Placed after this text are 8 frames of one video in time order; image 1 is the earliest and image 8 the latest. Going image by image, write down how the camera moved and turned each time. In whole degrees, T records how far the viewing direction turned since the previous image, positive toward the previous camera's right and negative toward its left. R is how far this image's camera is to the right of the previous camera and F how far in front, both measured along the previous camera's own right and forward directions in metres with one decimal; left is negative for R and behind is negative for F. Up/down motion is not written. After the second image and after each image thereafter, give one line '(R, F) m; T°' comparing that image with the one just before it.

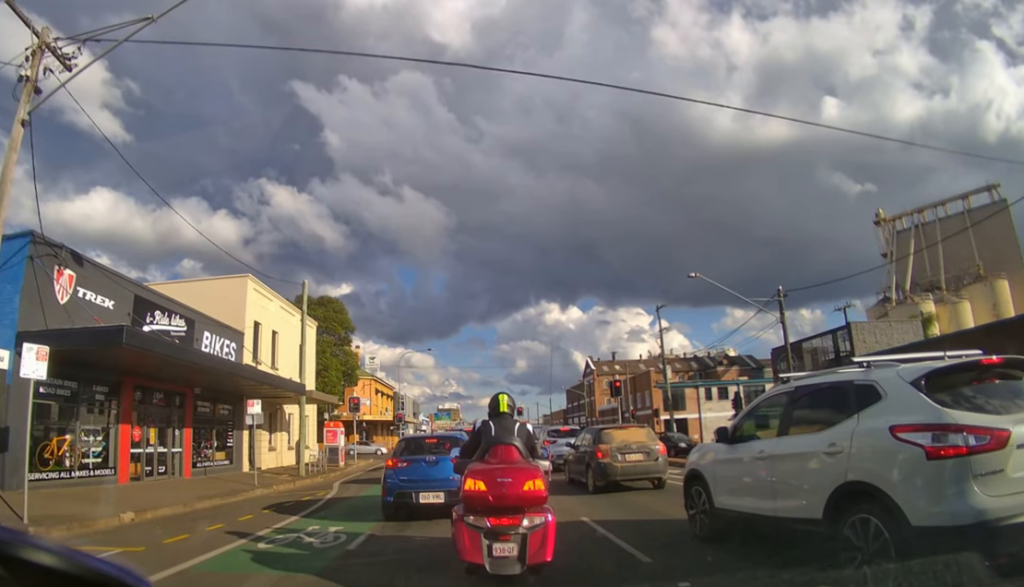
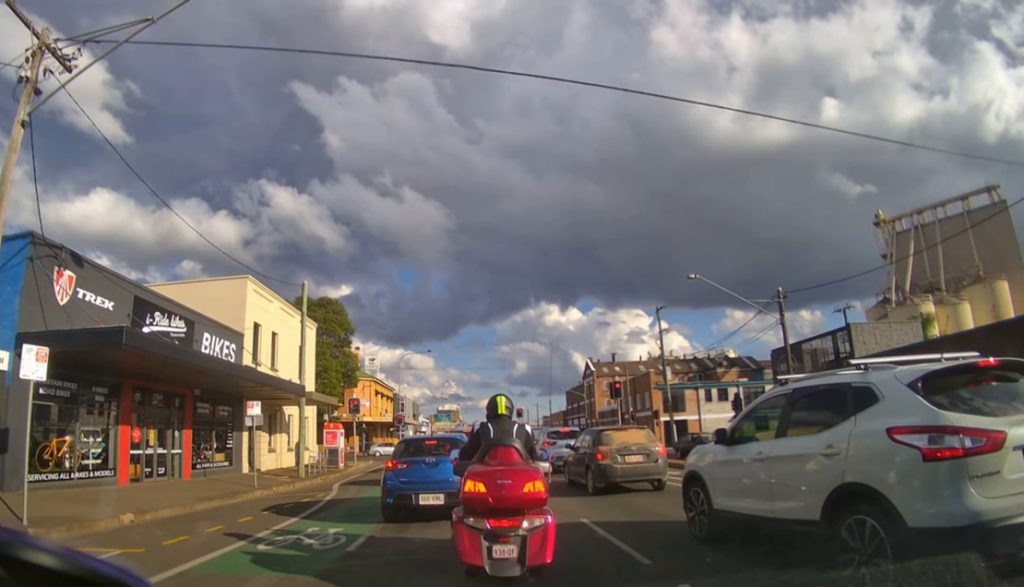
(+0.1, -0.1) m; 0°
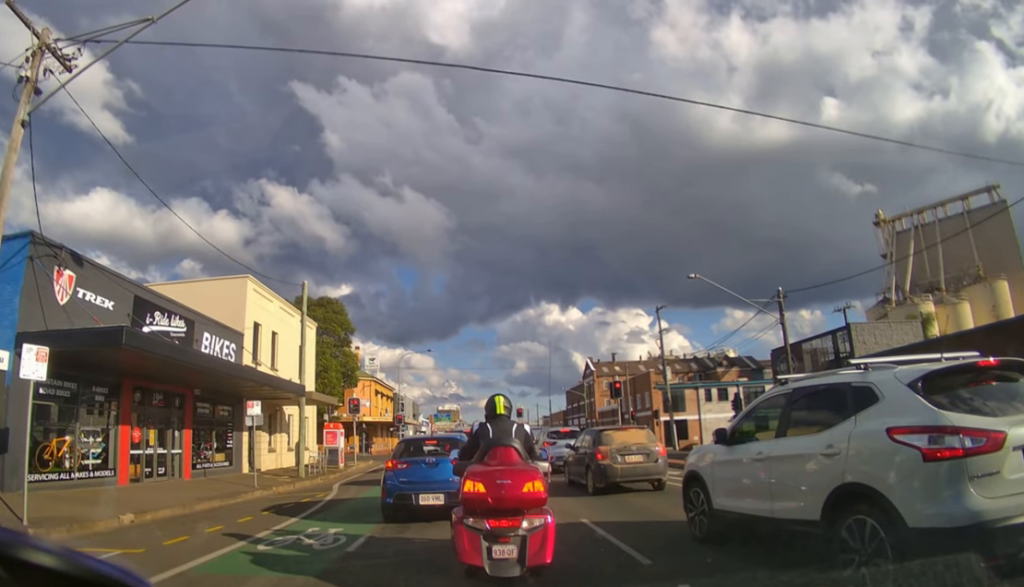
(+0.1, 0.0) m; 0°
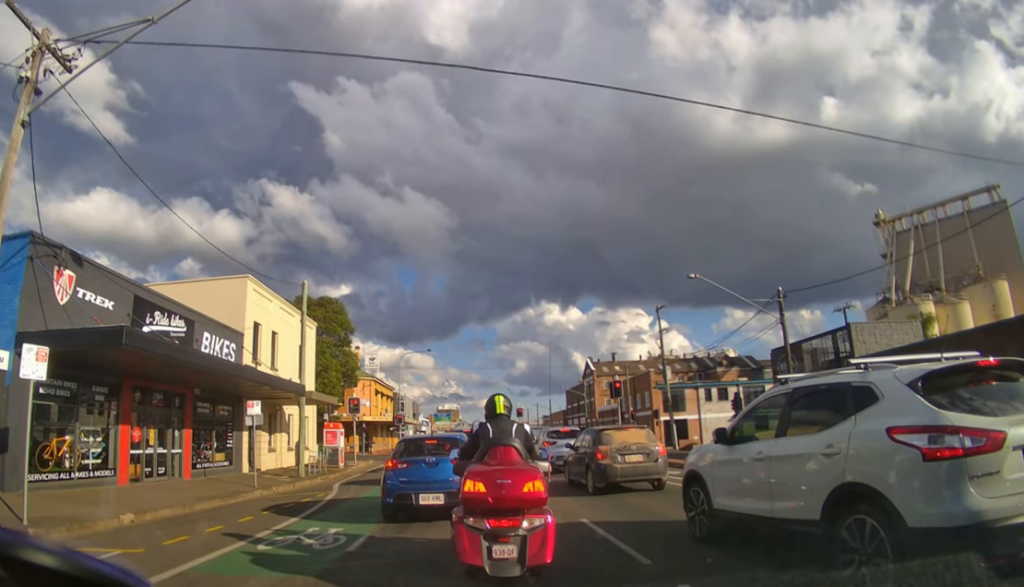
(0.0, 0.0) m; 0°
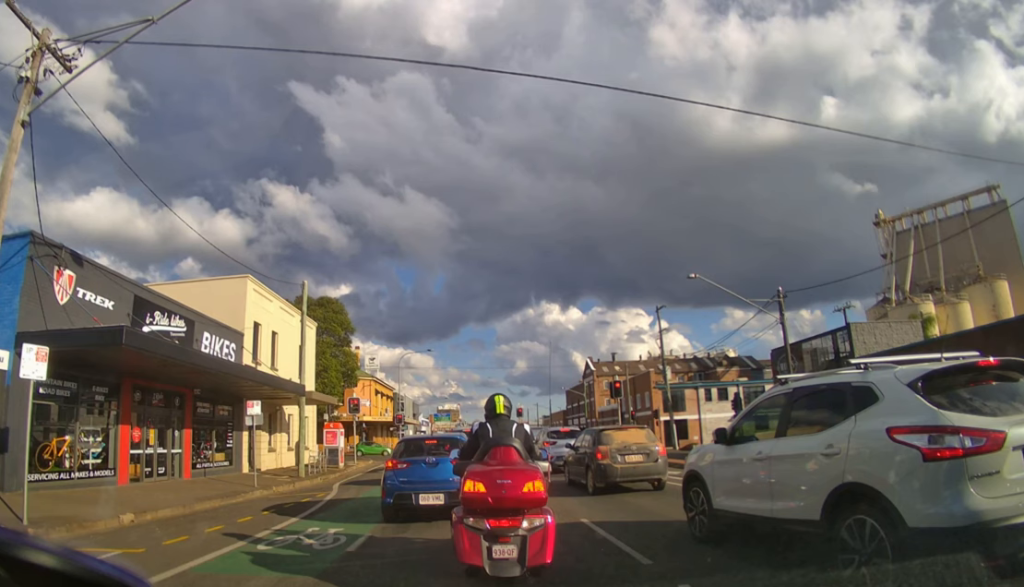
(0.0, 0.0) m; 0°
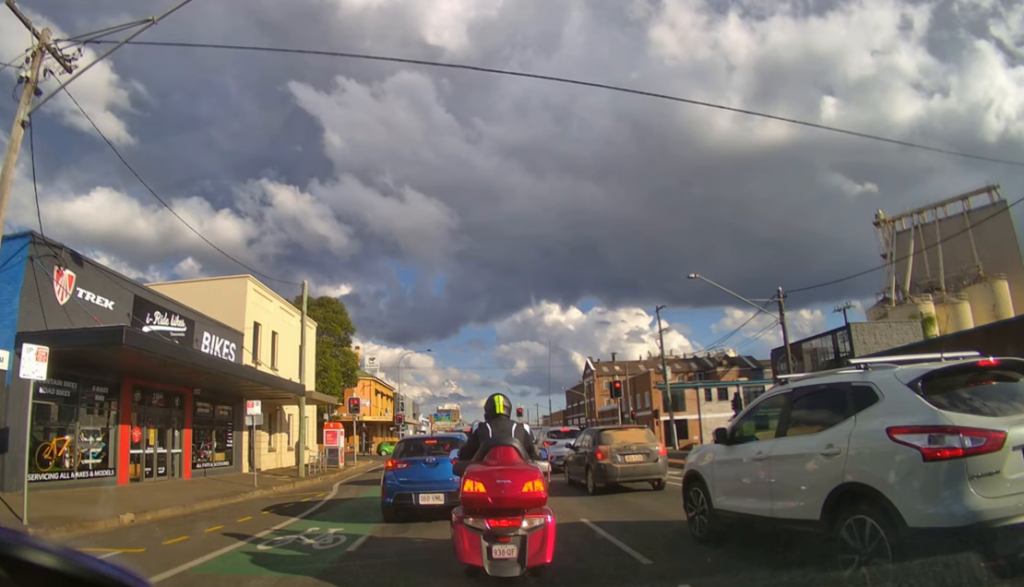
(0.0, 0.0) m; 0°
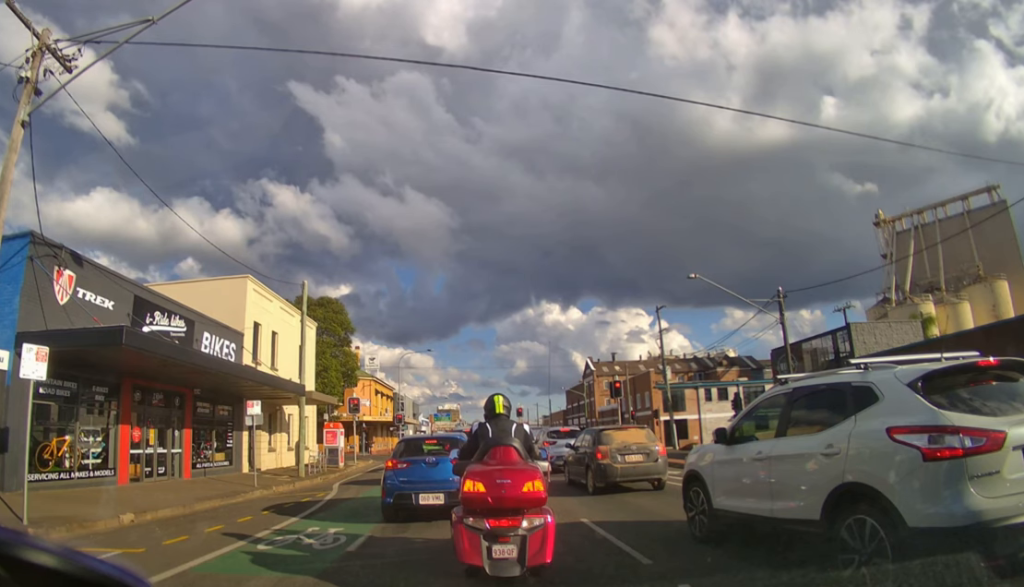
(0.0, 0.0) m; 0°
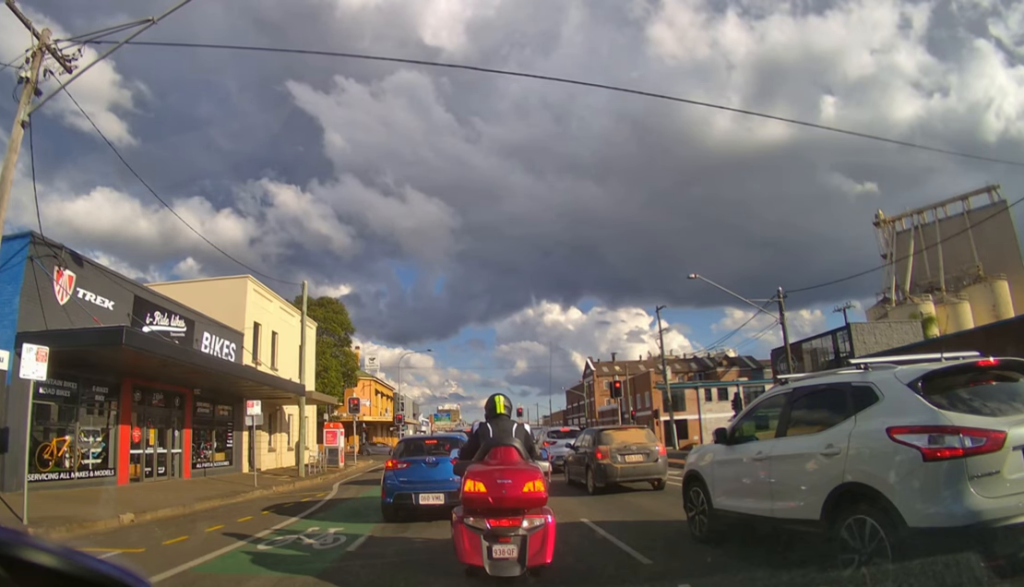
(0.0, 0.0) m; 0°
